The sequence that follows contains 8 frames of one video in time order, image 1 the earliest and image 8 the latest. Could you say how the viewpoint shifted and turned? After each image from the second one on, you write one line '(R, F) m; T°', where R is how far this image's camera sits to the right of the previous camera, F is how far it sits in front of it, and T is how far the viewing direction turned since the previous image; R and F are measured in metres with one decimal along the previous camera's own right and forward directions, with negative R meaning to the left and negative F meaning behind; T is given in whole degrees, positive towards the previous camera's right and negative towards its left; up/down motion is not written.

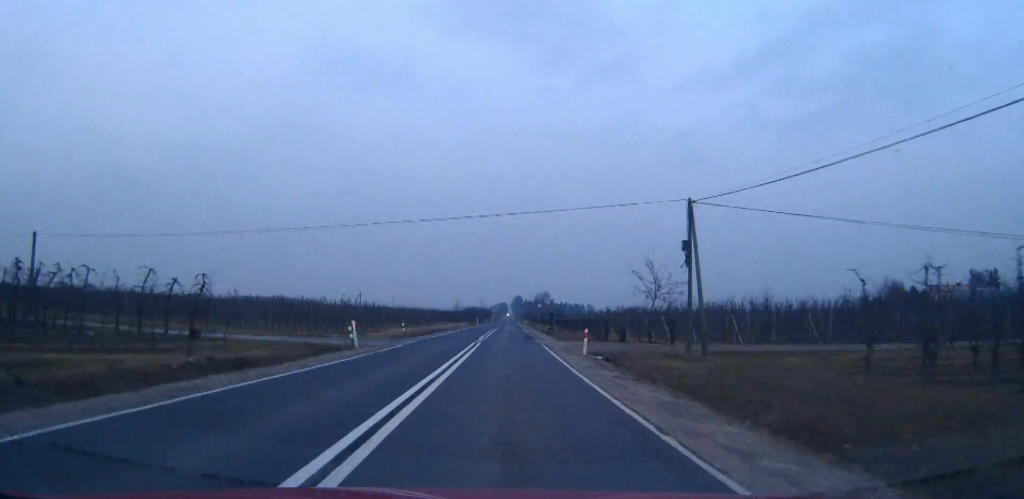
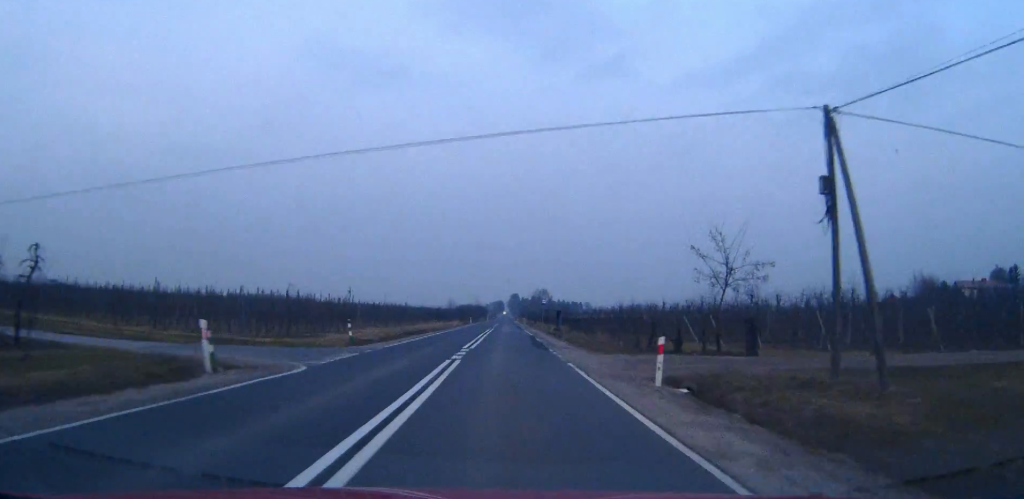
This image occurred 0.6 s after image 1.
(+0.1, +14.9) m; 0°
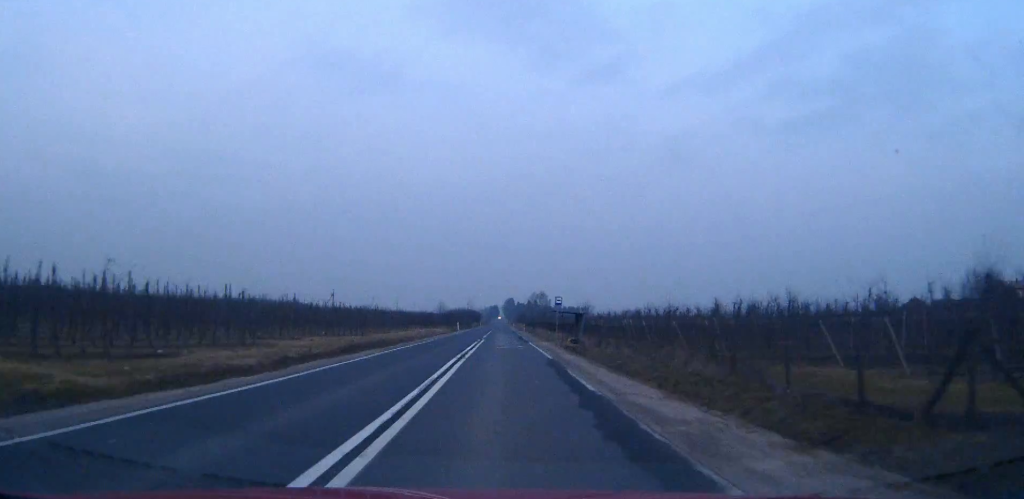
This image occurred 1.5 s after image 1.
(0.0, +22.1) m; 0°
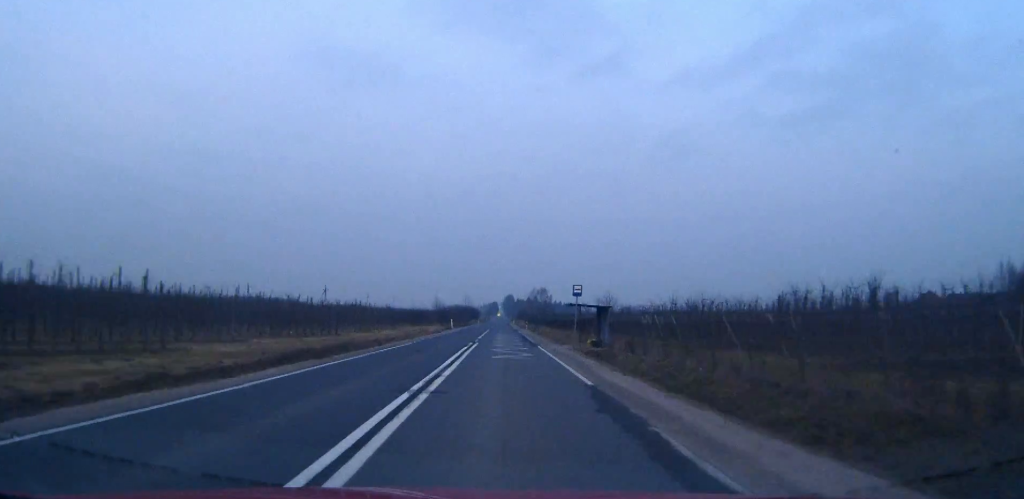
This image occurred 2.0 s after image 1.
(0.0, +11.5) m; 0°
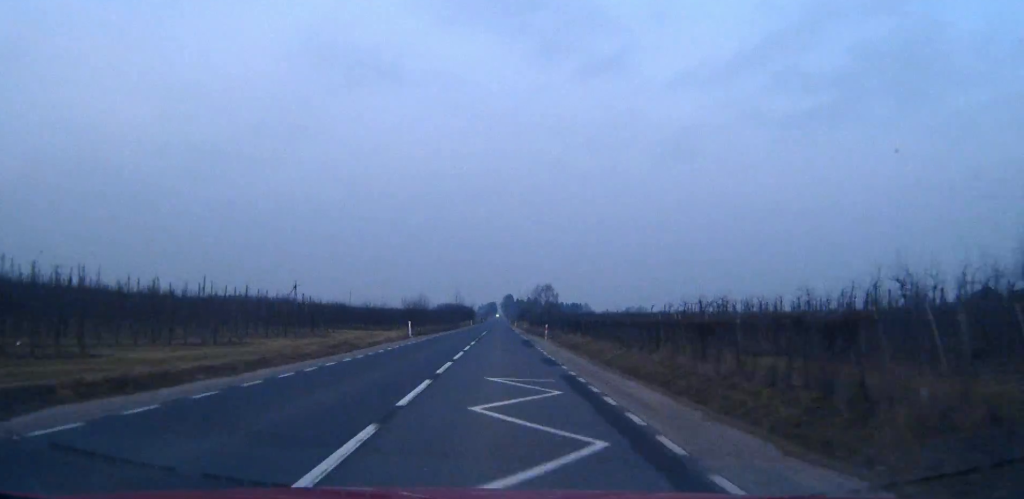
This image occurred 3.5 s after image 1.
(+0.2, +38.8) m; 0°
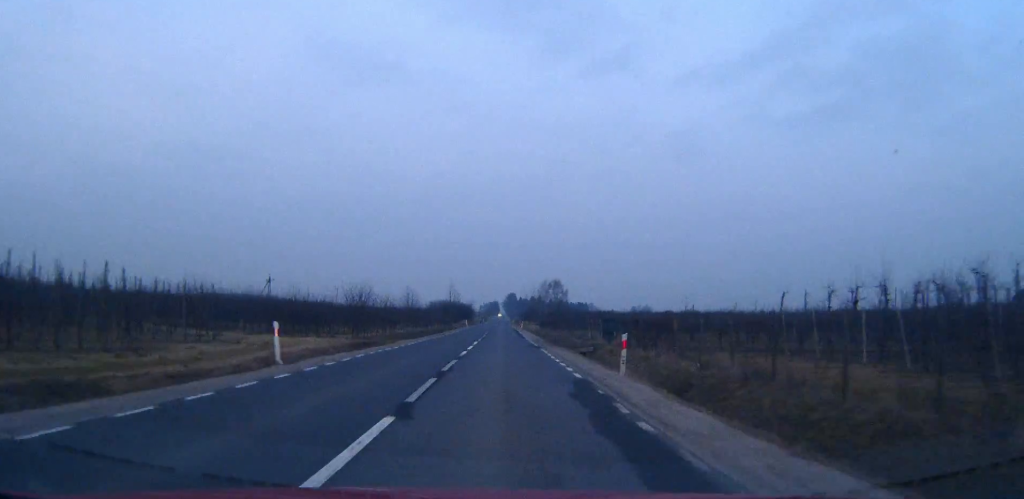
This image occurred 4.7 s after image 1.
(0.0, +29.1) m; 0°
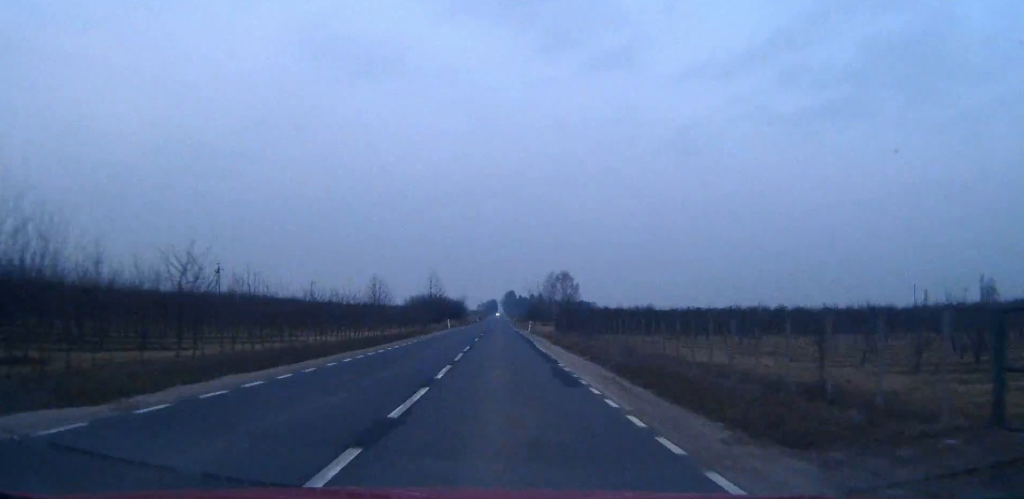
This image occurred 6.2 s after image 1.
(-0.1, +37.7) m; 0°
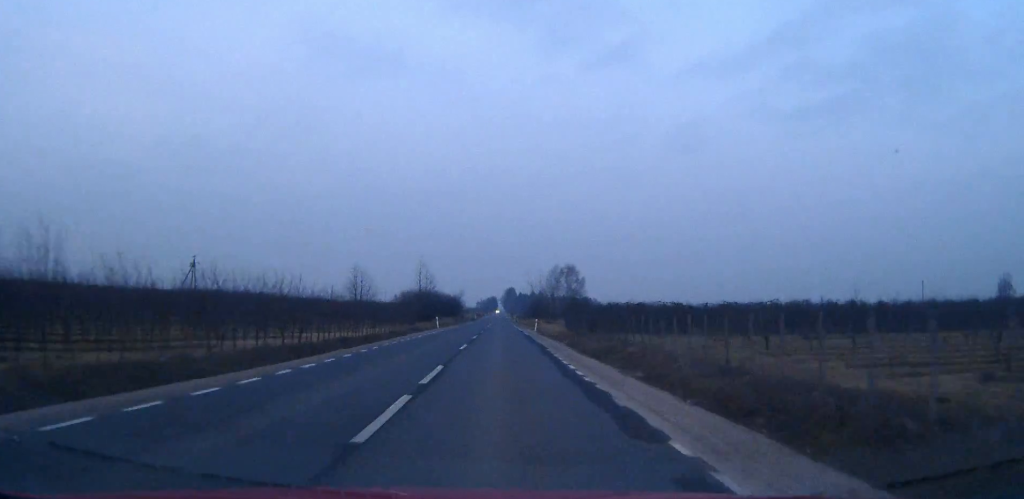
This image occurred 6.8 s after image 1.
(0.0, +14.2) m; 0°
